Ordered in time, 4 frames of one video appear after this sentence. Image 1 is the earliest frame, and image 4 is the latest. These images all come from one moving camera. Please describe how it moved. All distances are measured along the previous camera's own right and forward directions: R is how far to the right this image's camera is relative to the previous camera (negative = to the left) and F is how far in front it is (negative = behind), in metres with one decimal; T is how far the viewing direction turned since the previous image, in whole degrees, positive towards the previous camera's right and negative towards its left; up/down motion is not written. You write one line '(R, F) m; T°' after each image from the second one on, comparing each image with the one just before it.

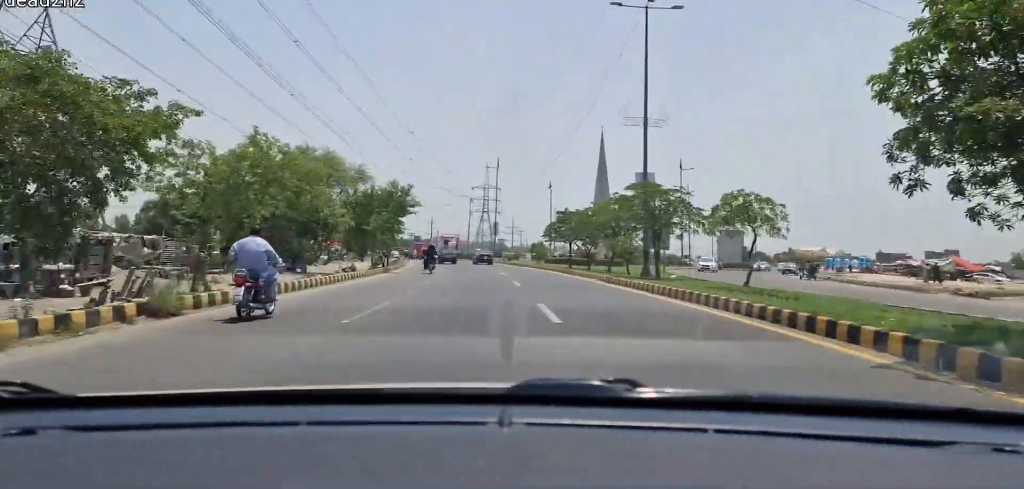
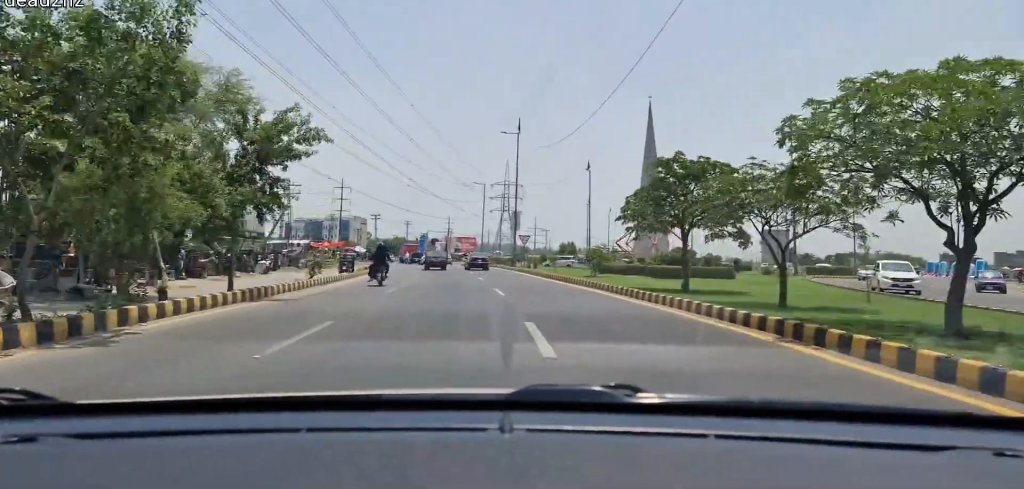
(-0.6, +27.9) m; -2°
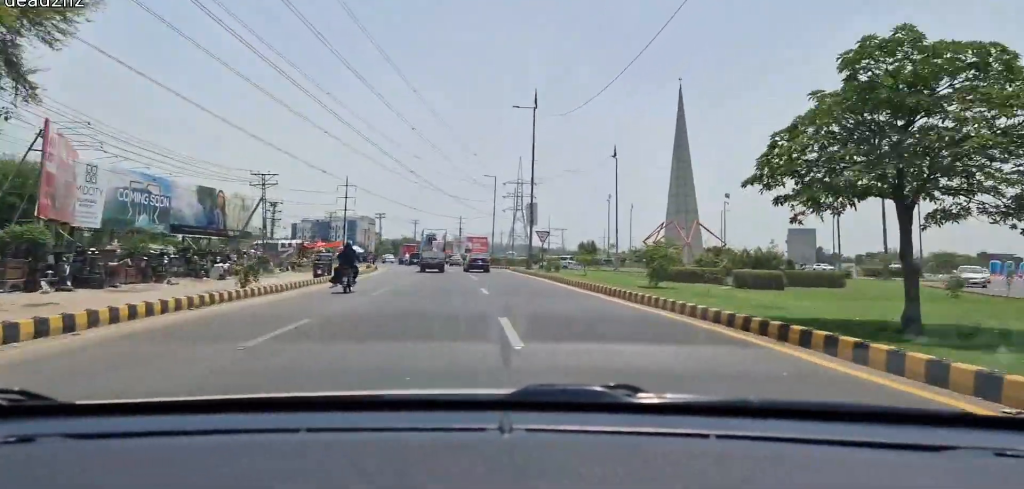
(-0.1, +10.9) m; -1°
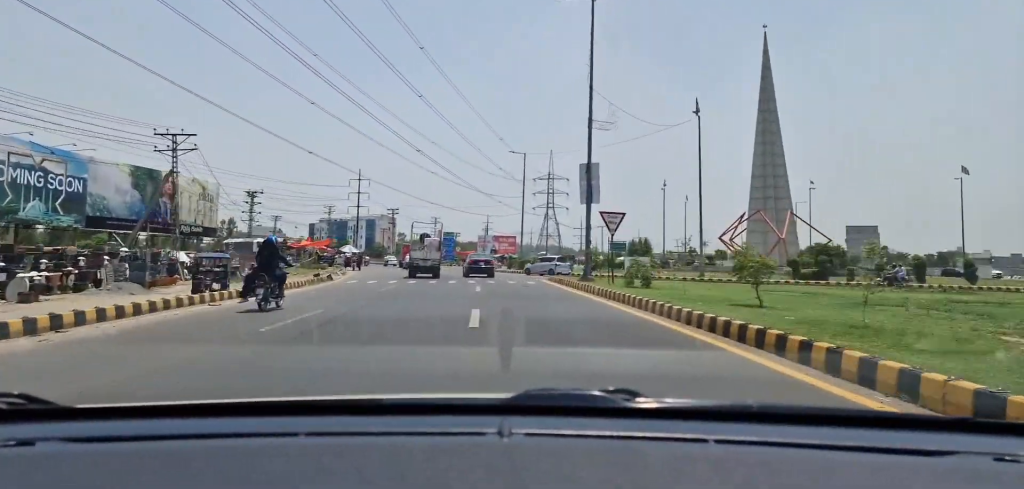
(-0.5, +20.2) m; -3°
